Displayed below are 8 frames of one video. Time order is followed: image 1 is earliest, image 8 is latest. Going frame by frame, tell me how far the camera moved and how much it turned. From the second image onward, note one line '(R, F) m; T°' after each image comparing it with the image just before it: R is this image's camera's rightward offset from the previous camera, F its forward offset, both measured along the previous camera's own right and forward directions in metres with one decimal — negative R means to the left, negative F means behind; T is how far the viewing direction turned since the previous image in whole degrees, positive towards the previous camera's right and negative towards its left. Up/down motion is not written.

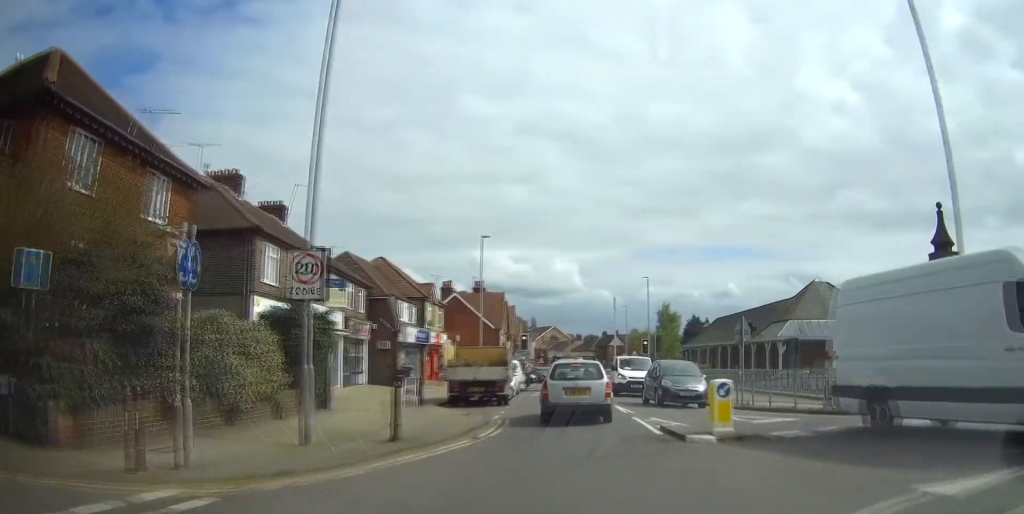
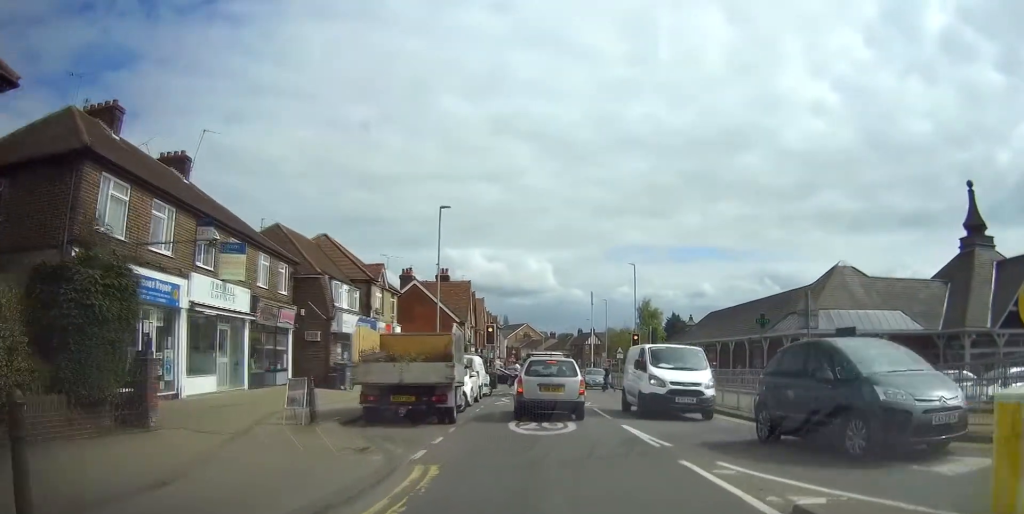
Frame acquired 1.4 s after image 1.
(-0.1, +9.0) m; -1°
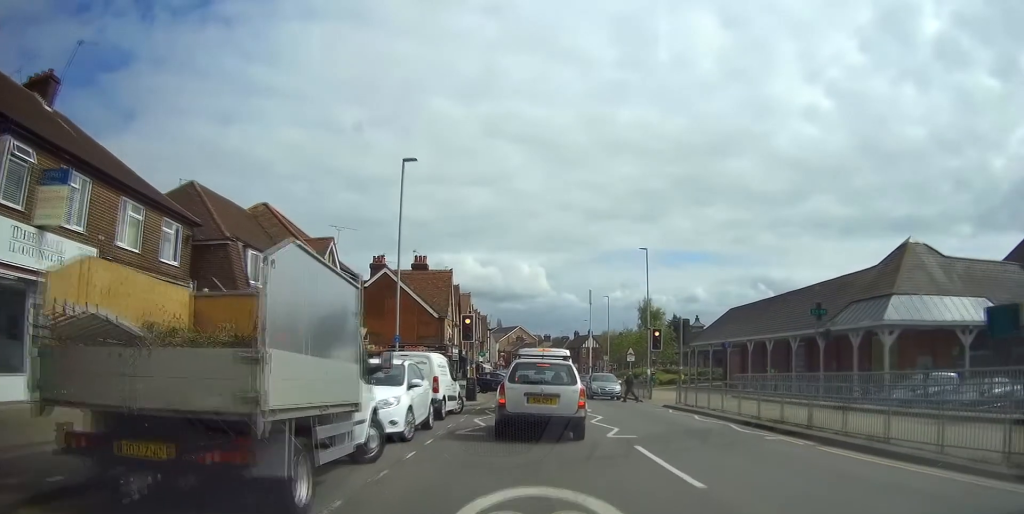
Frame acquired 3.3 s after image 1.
(-0.1, +10.7) m; -3°
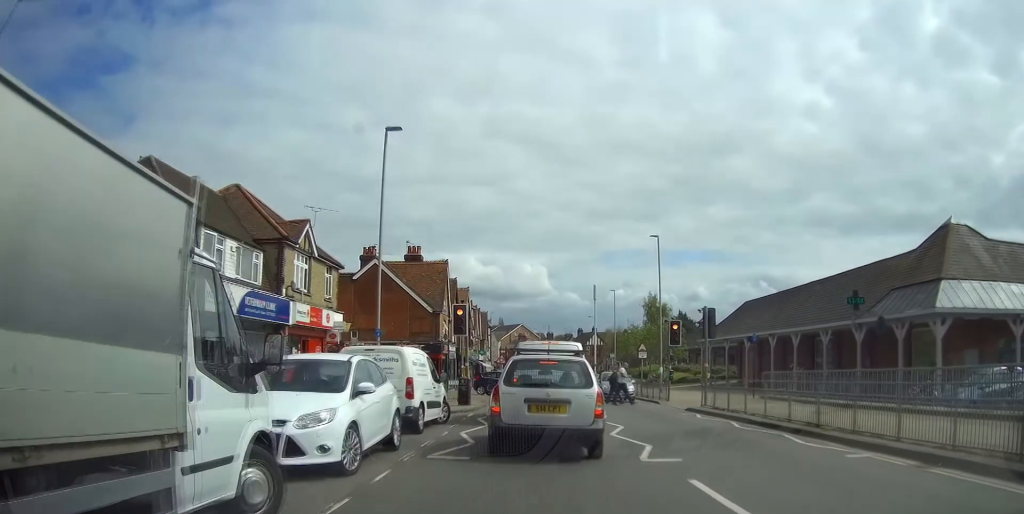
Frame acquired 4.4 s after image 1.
(-0.1, +4.5) m; -4°
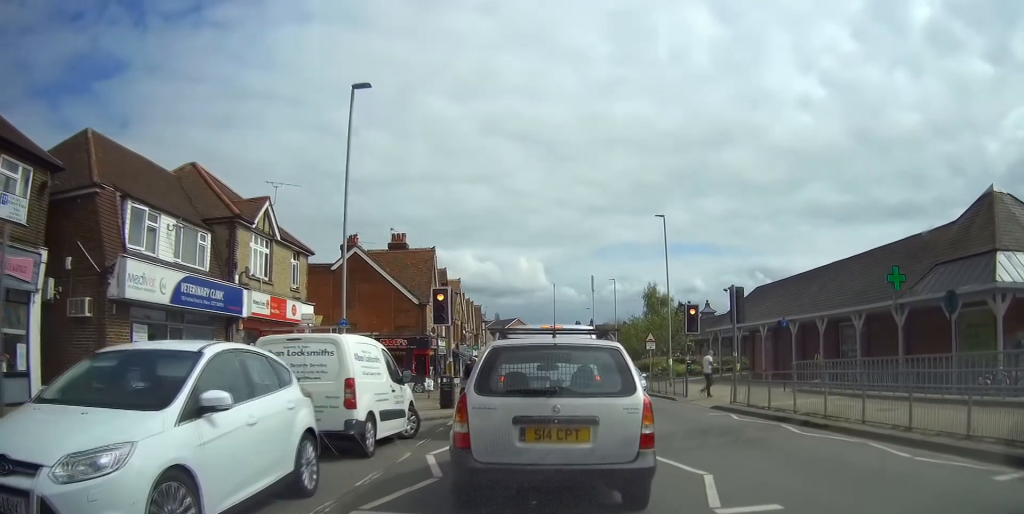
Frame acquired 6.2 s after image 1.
(-0.2, +4.8) m; -3°
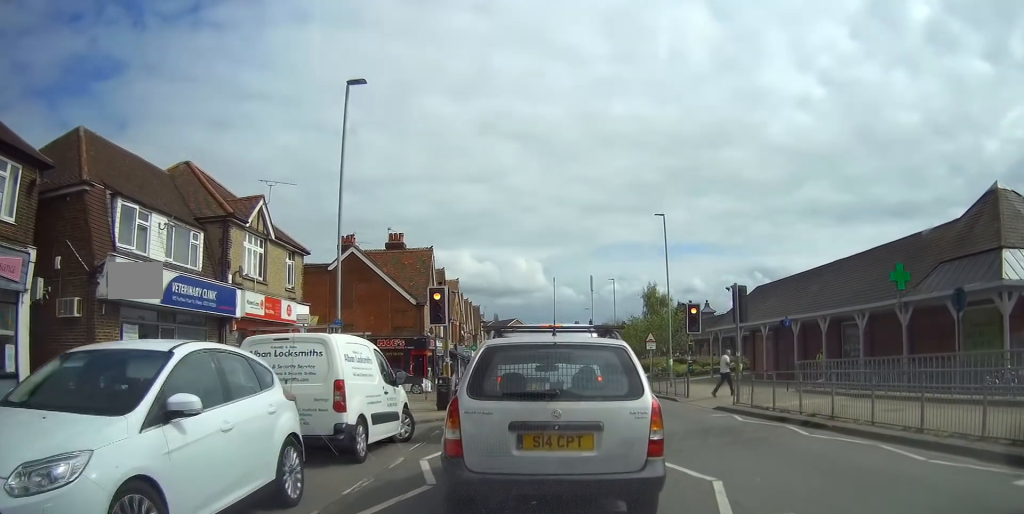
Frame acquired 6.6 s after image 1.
(0.0, +0.7) m; 0°
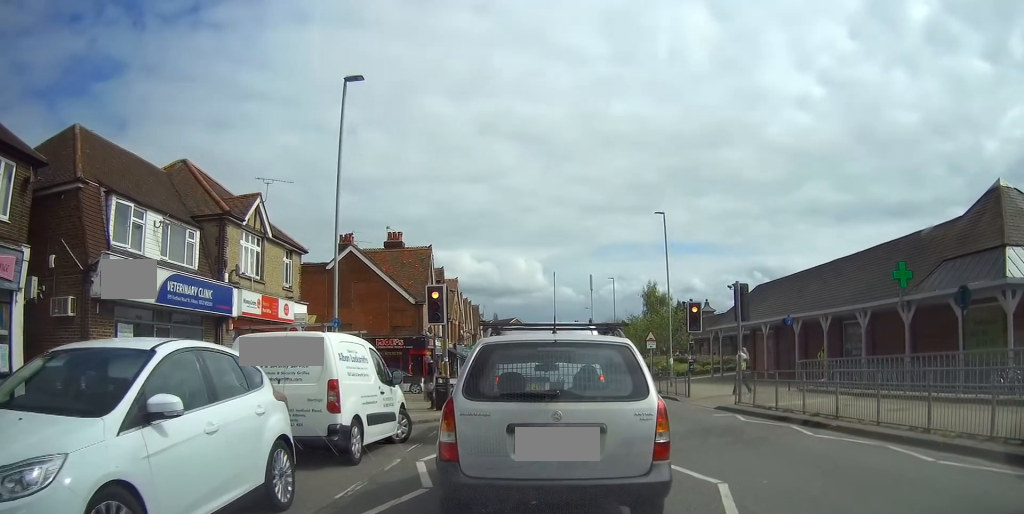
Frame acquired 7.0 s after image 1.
(-0.1, +0.3) m; 0°
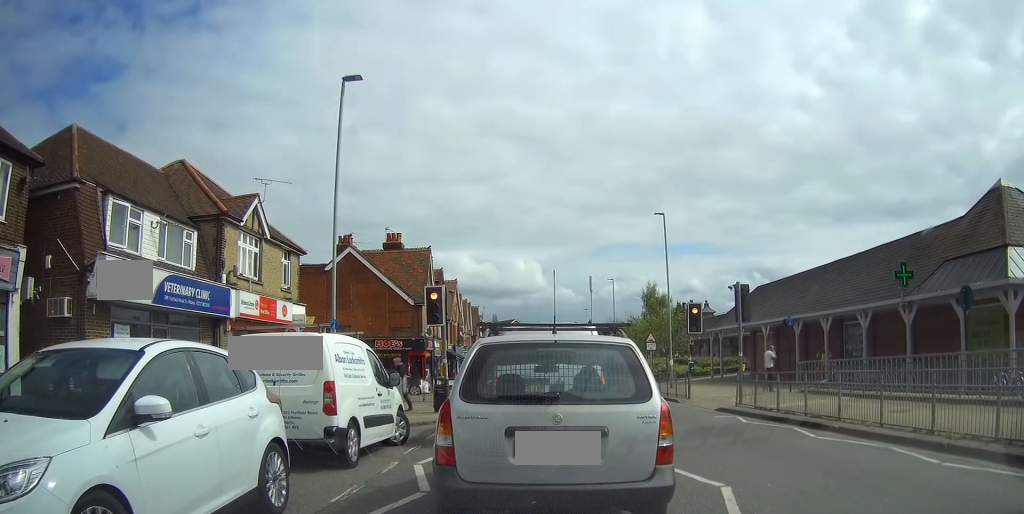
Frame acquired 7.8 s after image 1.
(-0.1, +0.5) m; 0°
